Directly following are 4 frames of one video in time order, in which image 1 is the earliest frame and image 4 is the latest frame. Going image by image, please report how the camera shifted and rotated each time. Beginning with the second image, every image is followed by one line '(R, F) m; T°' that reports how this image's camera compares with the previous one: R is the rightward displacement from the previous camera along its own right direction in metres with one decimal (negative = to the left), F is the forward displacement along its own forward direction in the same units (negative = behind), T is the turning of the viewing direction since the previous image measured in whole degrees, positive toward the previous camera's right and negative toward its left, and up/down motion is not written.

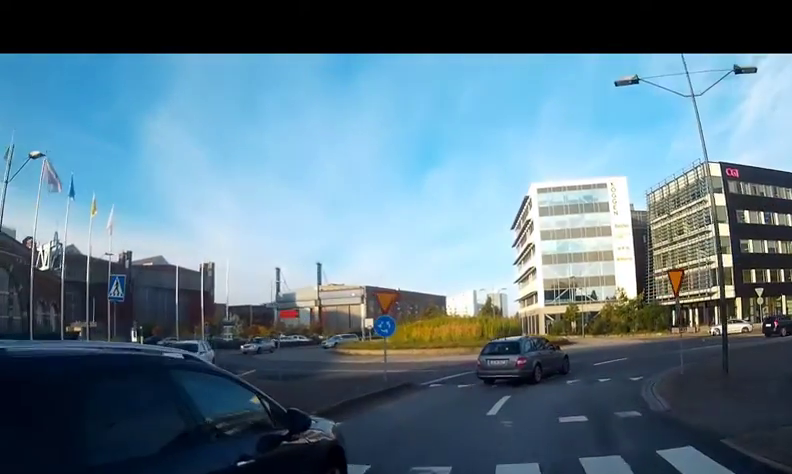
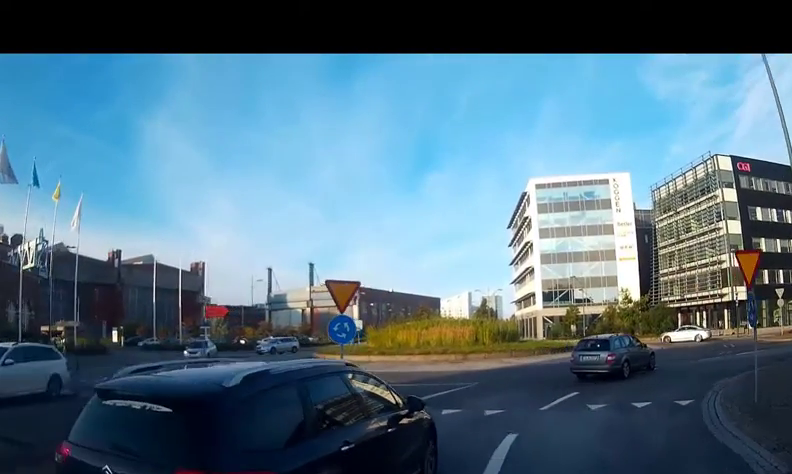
(+0.2, +5.2) m; +5°
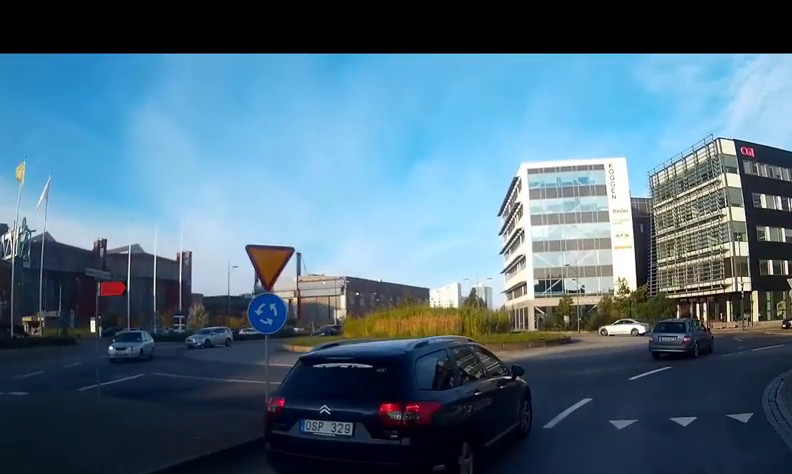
(+0.2, +3.9) m; +1°
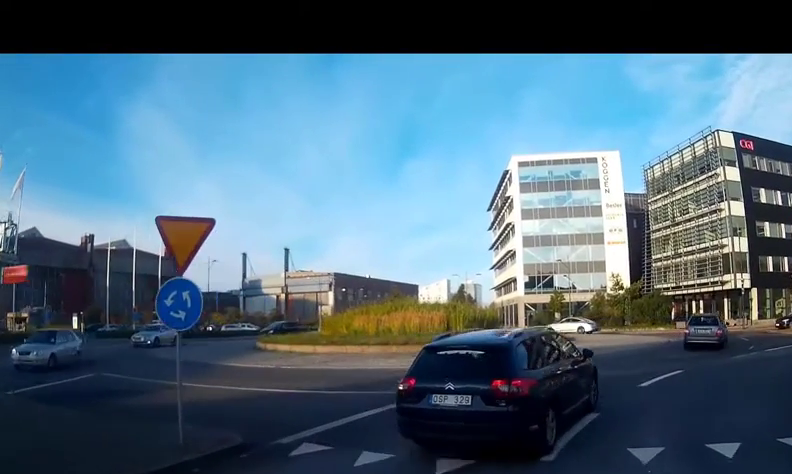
(0.0, +2.5) m; -1°
